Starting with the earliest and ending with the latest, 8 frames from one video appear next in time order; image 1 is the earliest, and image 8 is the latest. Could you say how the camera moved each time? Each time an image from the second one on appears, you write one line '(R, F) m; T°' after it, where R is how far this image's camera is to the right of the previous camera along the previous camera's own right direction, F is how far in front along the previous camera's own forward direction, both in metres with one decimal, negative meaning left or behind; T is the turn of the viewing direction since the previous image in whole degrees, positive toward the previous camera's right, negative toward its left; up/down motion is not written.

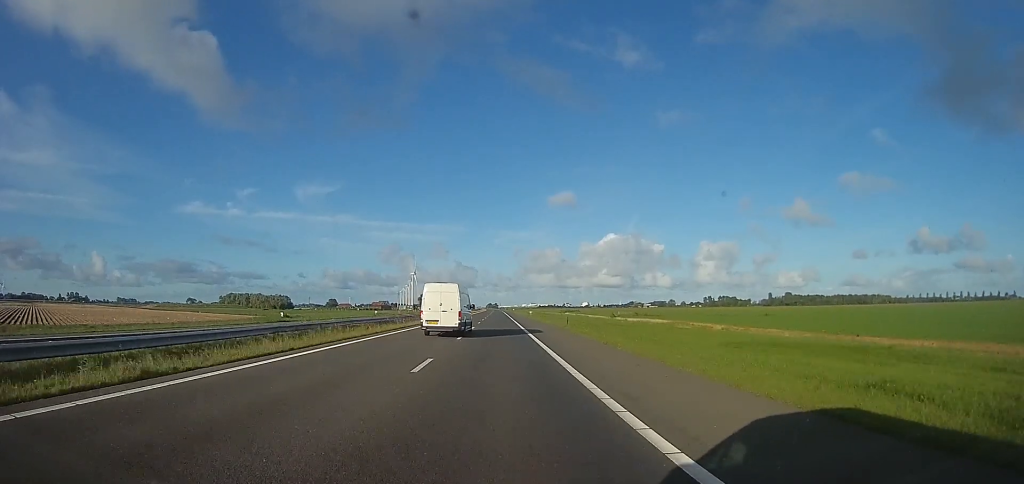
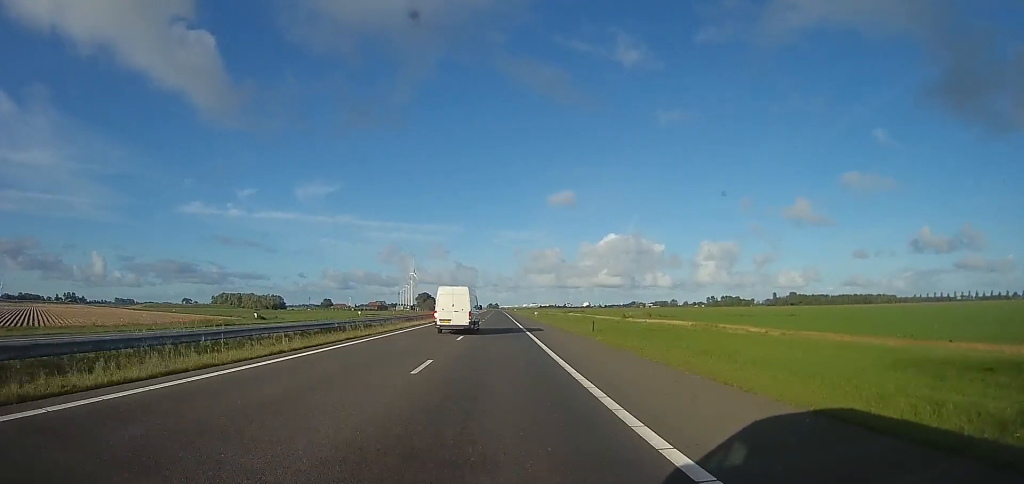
(-0.1, +11.9) m; 0°
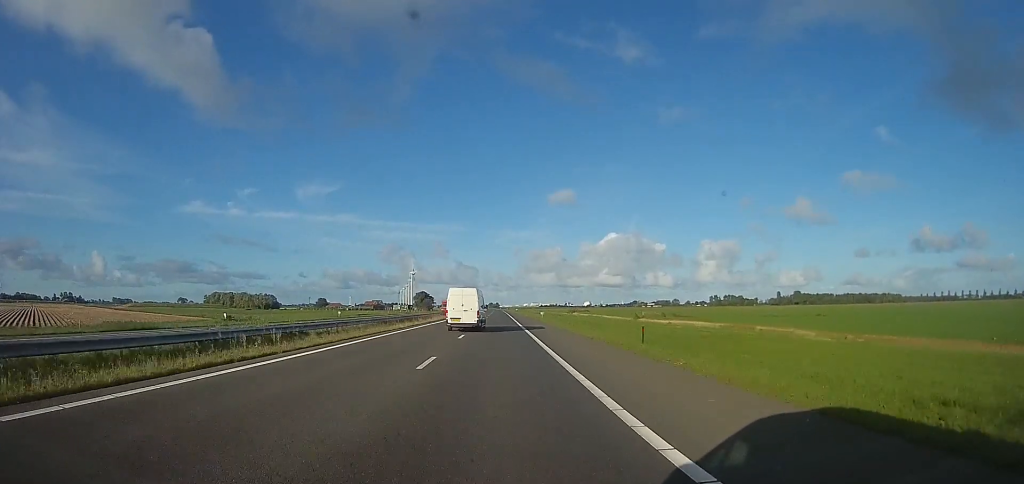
(0.0, +11.1) m; 0°
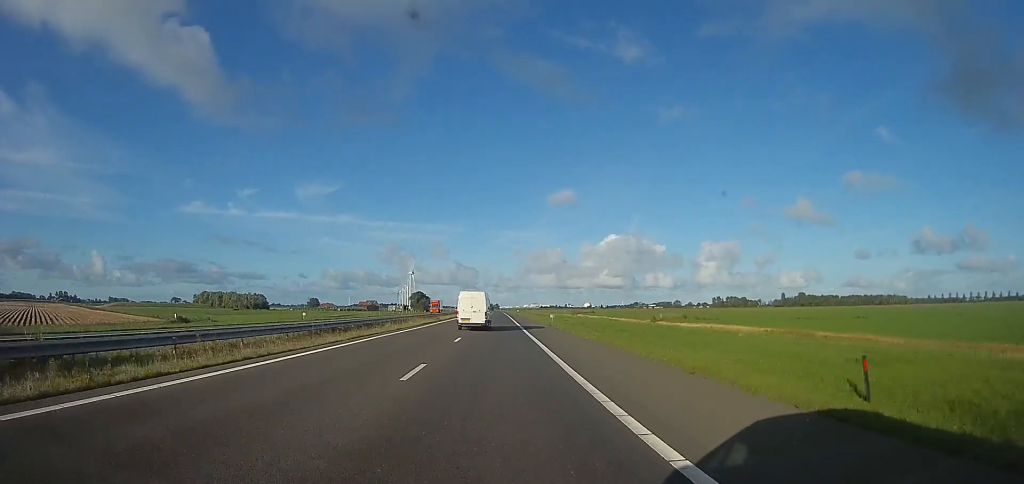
(+0.1, +13.7) m; 0°
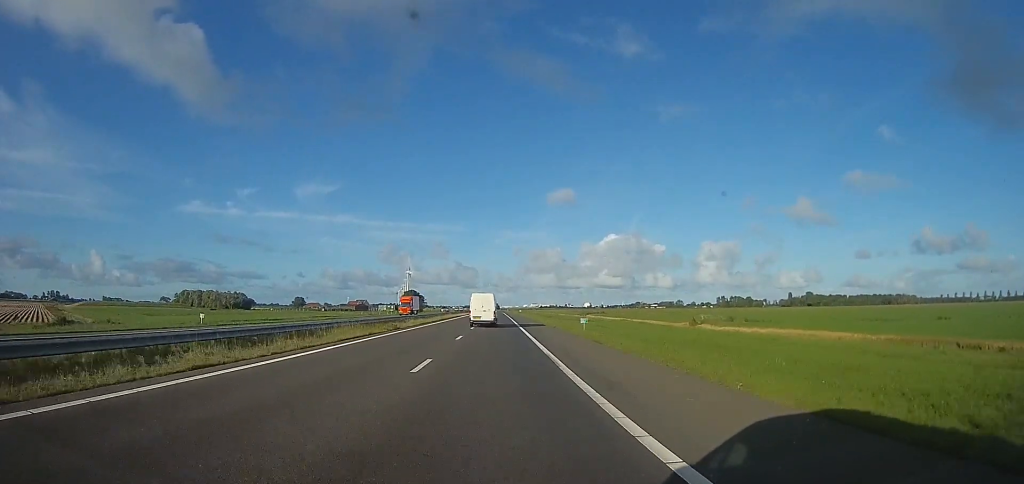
(-0.1, +22.1) m; 0°
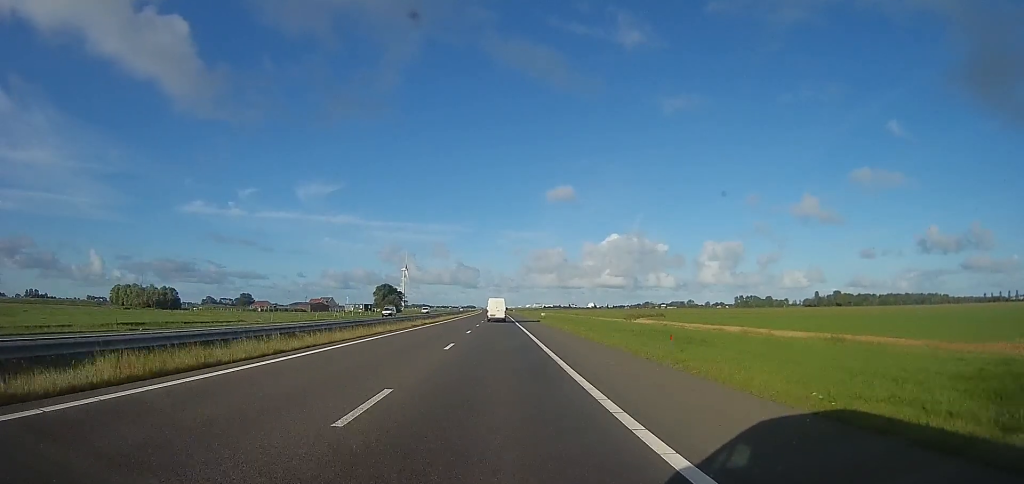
(+0.3, +64.7) m; 0°
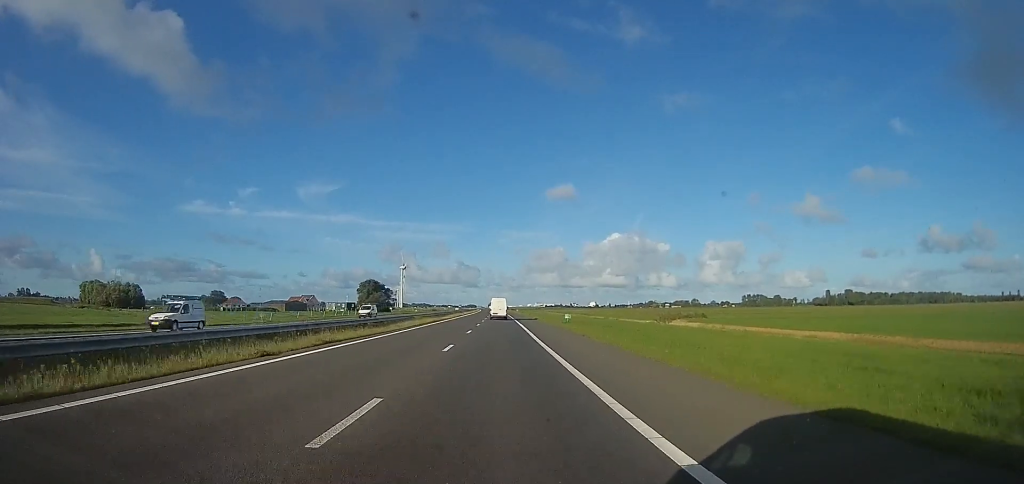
(-0.2, +24.6) m; -1°
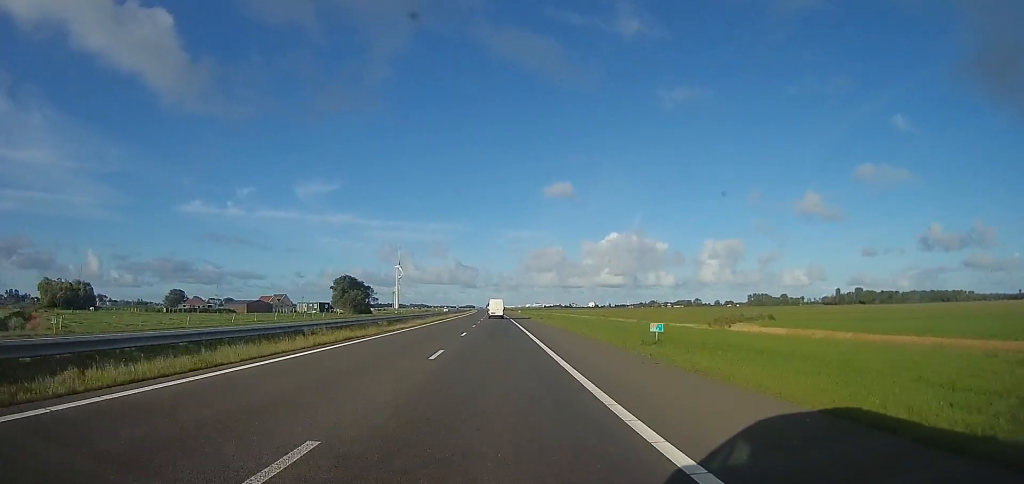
(-0.2, +26.4) m; -1°
